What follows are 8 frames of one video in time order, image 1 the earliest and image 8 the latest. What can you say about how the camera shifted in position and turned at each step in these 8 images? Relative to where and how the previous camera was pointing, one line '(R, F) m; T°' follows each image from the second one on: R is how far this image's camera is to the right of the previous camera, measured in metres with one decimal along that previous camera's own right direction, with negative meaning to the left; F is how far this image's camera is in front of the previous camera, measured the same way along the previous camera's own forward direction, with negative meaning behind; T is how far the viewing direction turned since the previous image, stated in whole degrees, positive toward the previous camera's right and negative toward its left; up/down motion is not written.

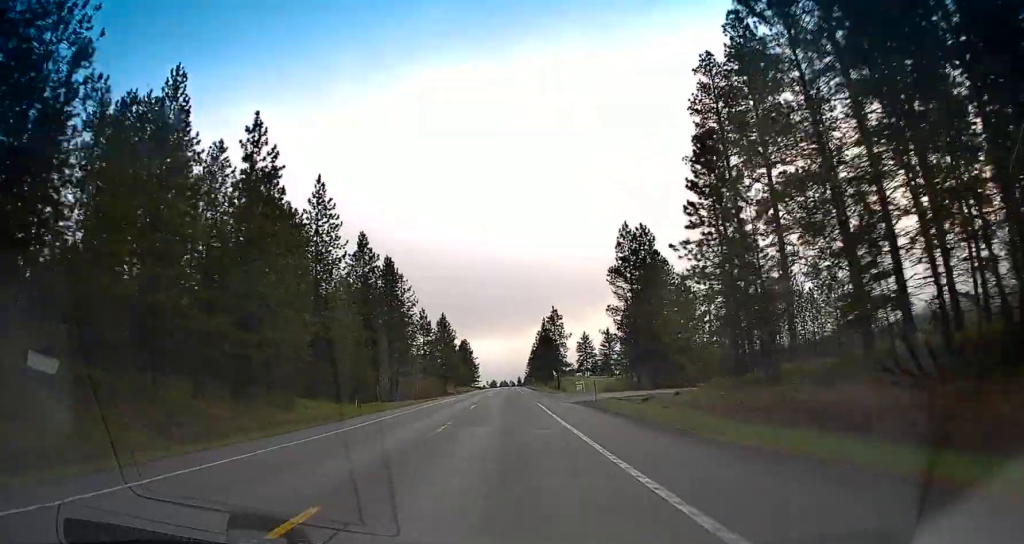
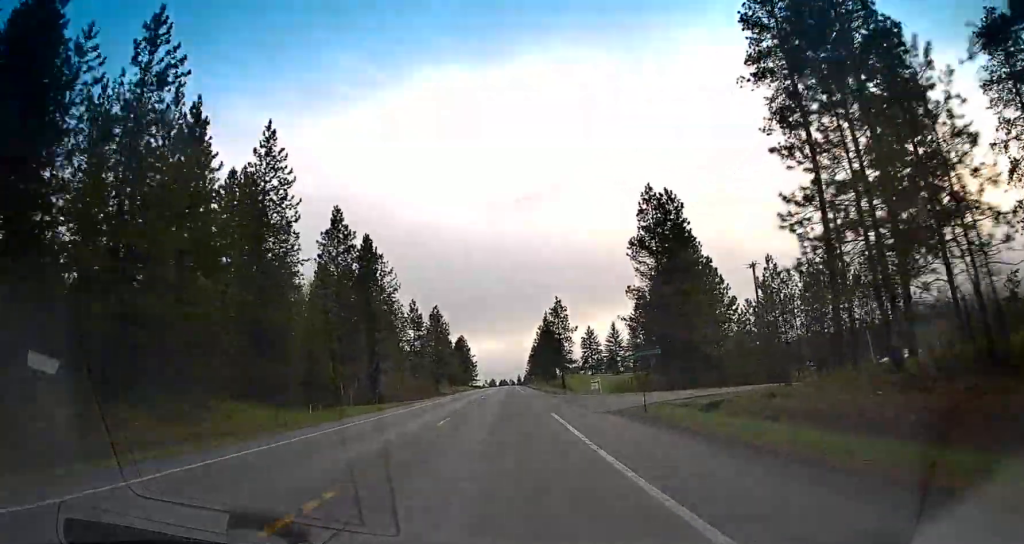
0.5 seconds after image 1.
(0.0, +14.5) m; 0°
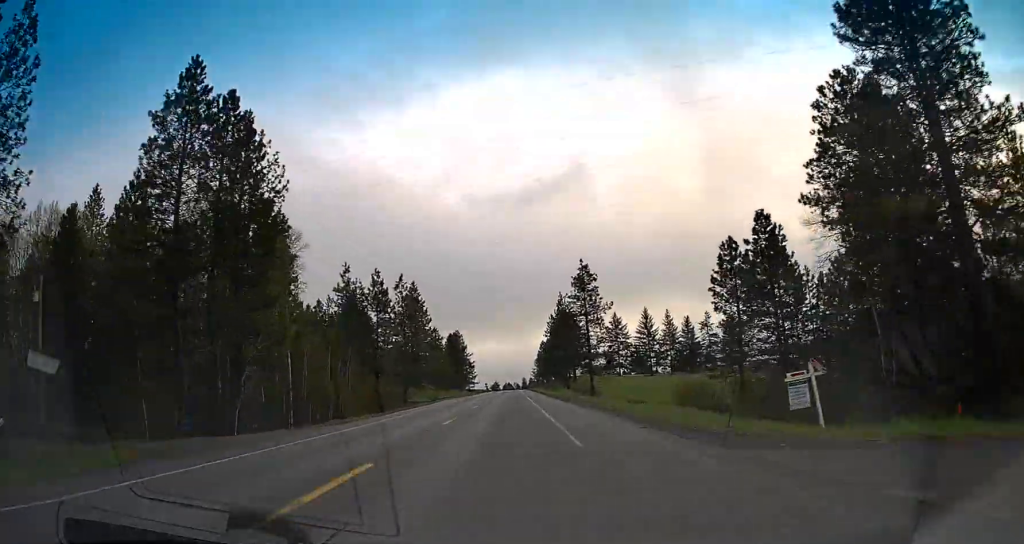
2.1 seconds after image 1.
(+0.2, +43.7) m; +1°
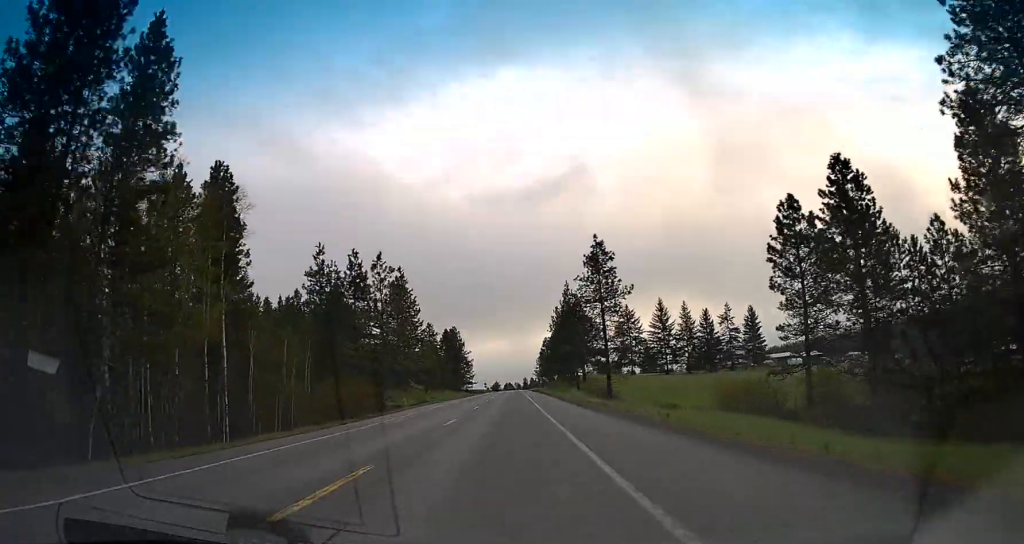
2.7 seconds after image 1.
(0.0, +15.4) m; 0°
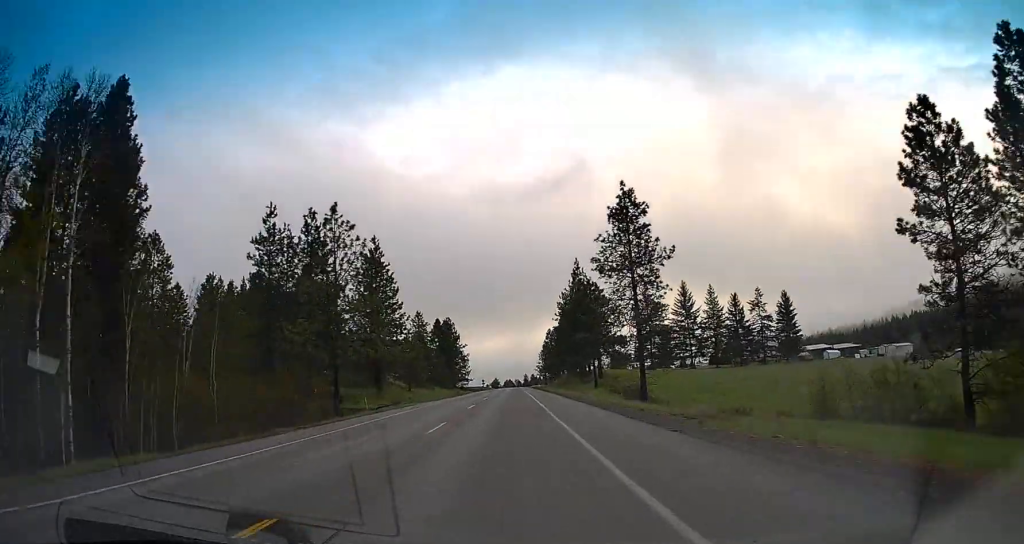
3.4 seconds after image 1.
(+0.2, +19.8) m; -1°
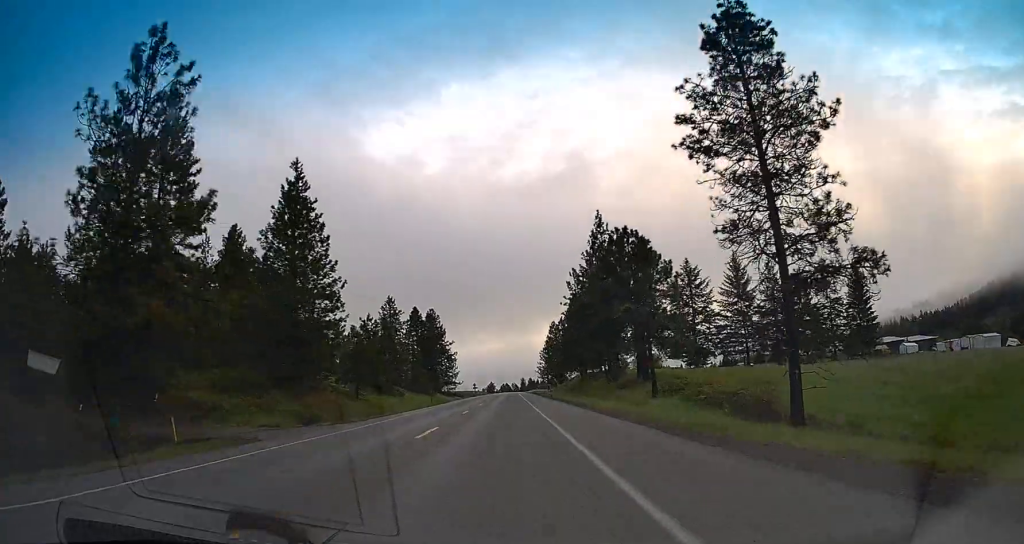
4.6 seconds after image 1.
(-0.7, +31.7) m; -1°
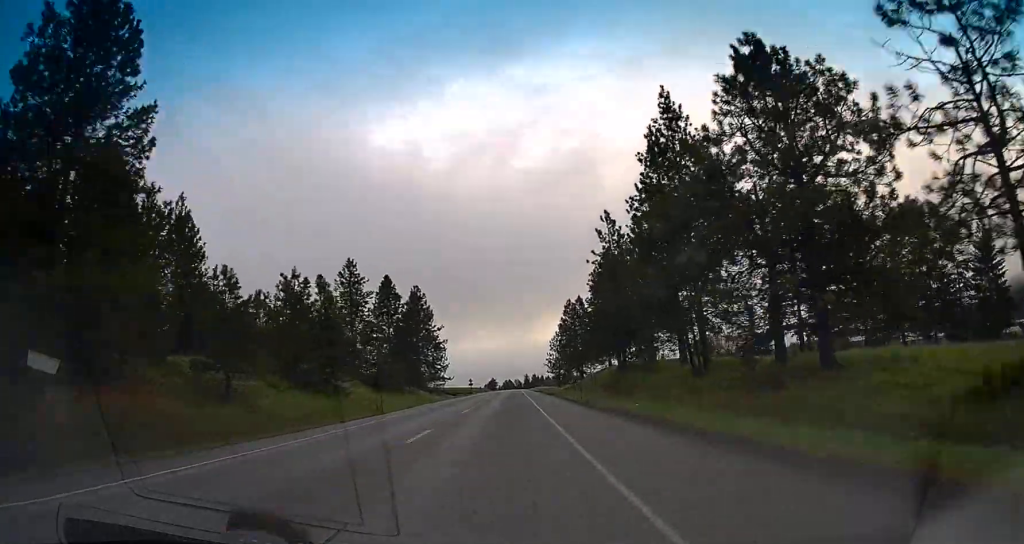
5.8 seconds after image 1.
(+0.3, +32.4) m; 0°
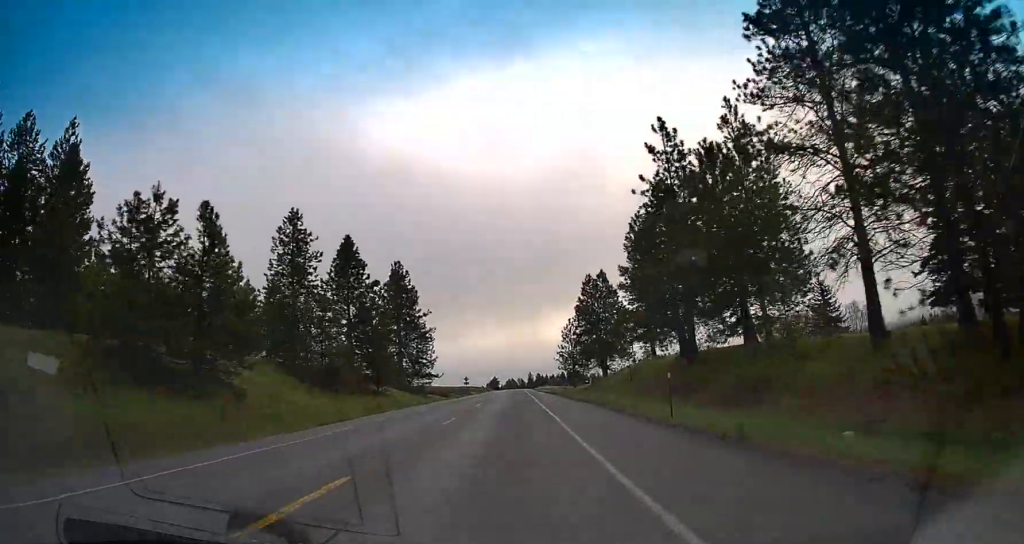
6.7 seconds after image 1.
(-0.2, +24.0) m; 0°
